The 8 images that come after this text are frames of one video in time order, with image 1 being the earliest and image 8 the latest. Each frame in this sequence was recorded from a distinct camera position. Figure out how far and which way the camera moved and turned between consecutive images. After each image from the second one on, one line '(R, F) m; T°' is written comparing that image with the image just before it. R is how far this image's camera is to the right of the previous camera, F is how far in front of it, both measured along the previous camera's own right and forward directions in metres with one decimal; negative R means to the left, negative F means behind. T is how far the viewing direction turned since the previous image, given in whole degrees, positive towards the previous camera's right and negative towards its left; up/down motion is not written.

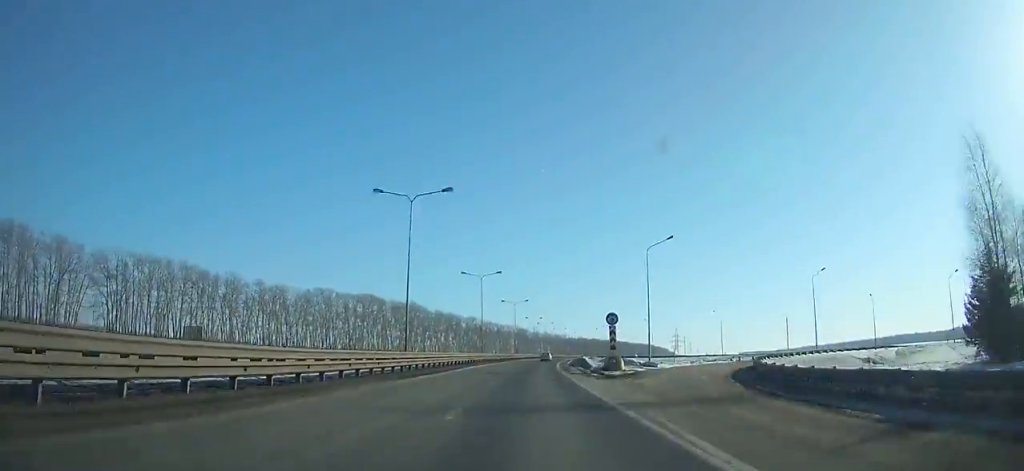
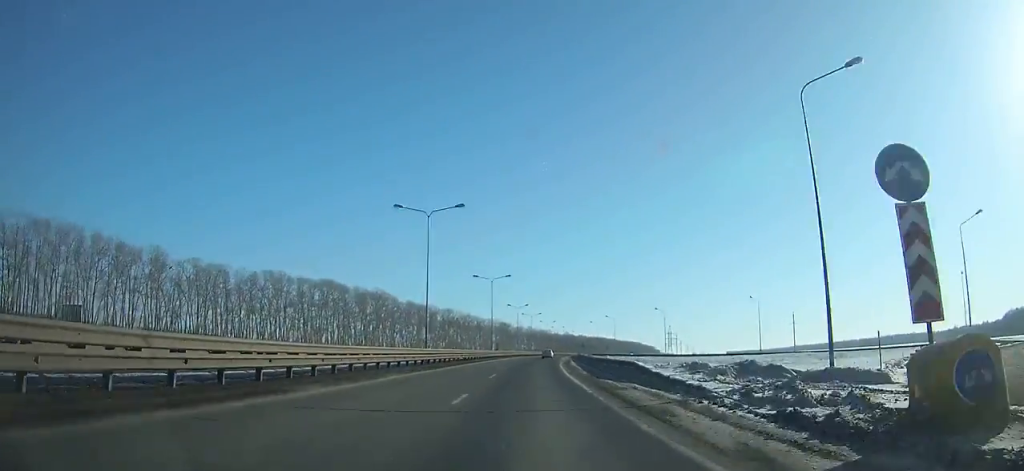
(+0.8, +33.6) m; +1°
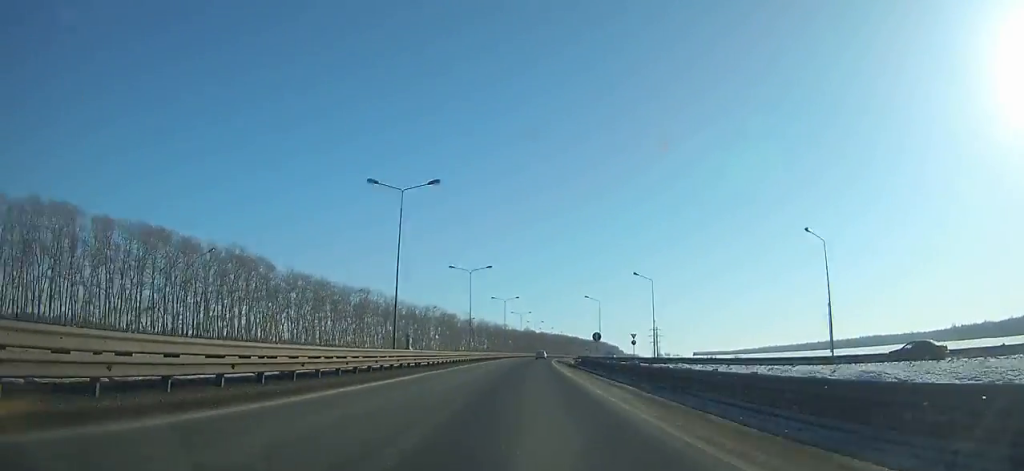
(+2.9, +89.8) m; +3°
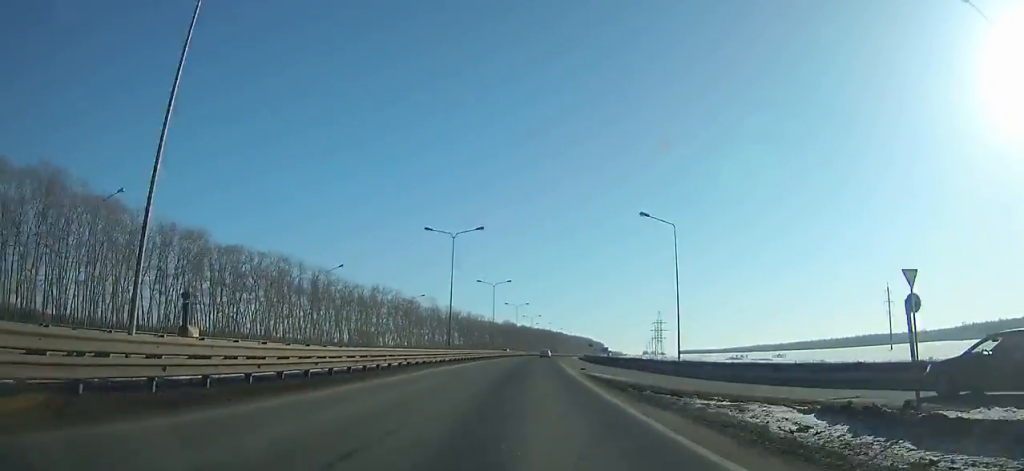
(+1.2, +61.7) m; +2°
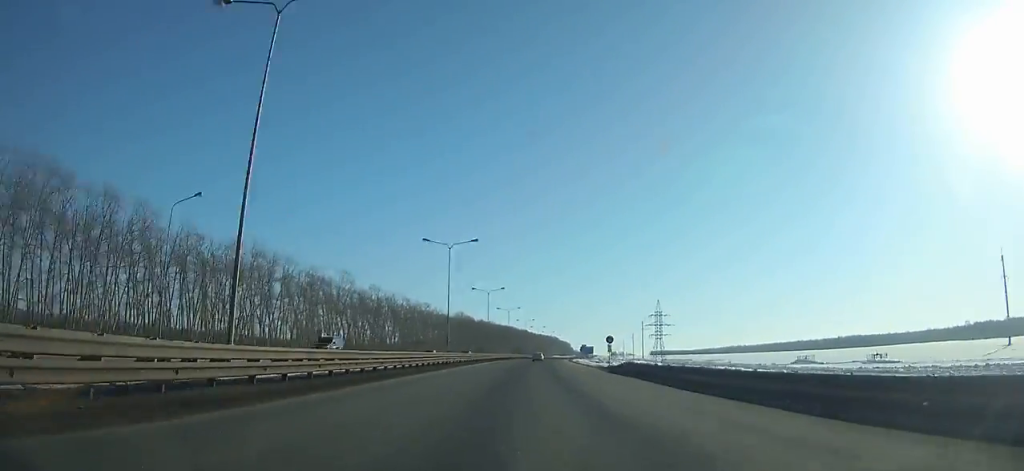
(+2.1, +75.0) m; +3°
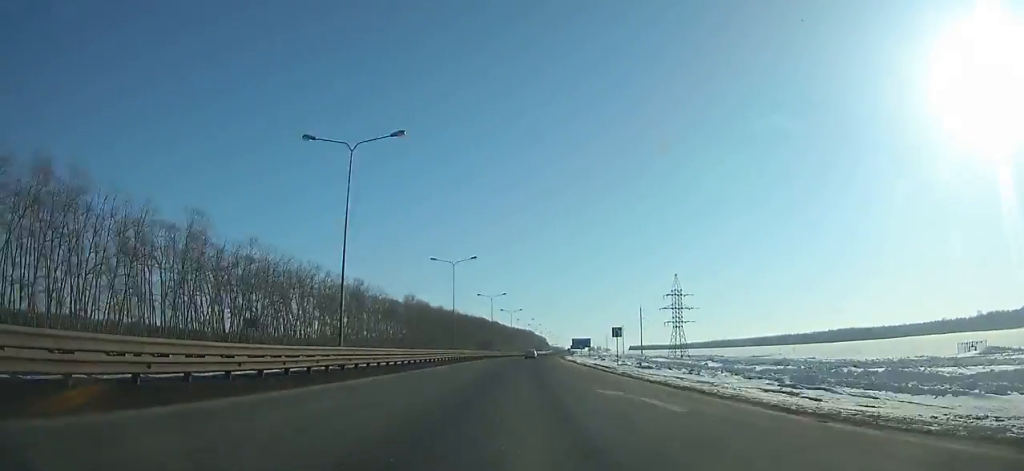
(+1.5, +65.5) m; +2°
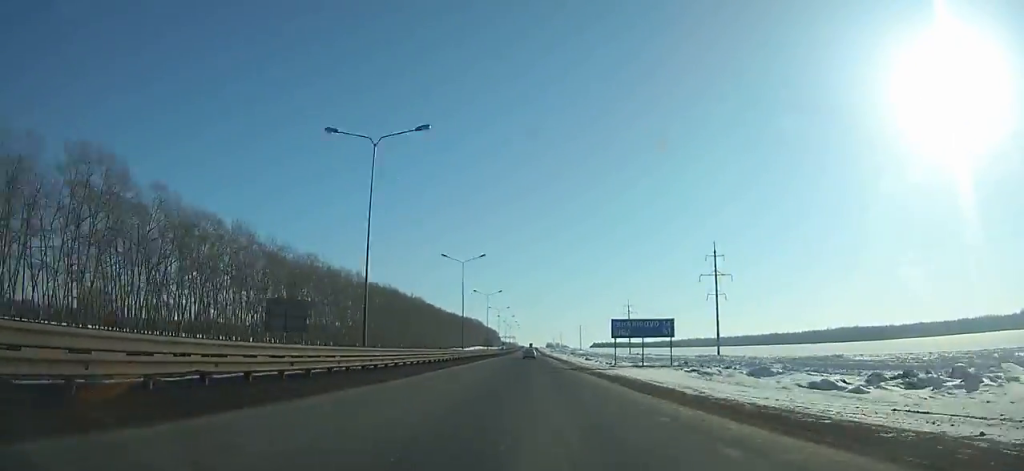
(+6.0, +156.7) m; +4°
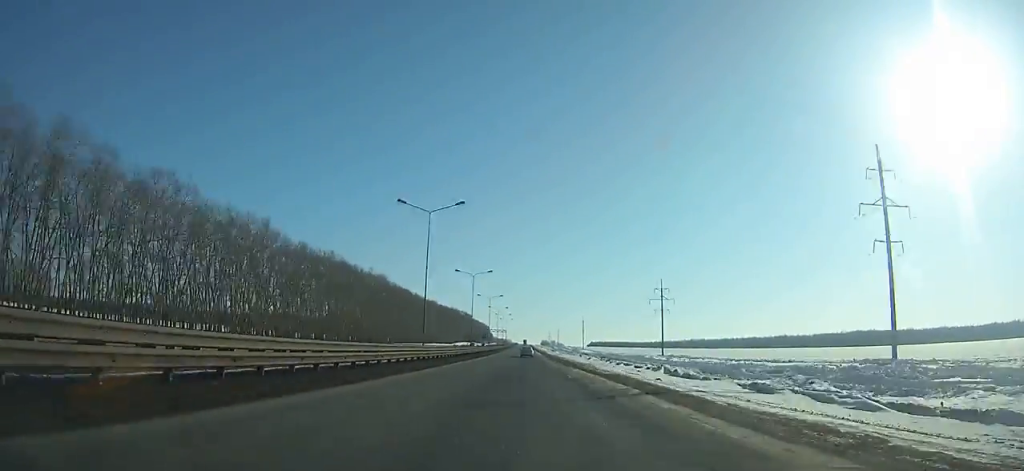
(+0.6, +63.7) m; +1°
